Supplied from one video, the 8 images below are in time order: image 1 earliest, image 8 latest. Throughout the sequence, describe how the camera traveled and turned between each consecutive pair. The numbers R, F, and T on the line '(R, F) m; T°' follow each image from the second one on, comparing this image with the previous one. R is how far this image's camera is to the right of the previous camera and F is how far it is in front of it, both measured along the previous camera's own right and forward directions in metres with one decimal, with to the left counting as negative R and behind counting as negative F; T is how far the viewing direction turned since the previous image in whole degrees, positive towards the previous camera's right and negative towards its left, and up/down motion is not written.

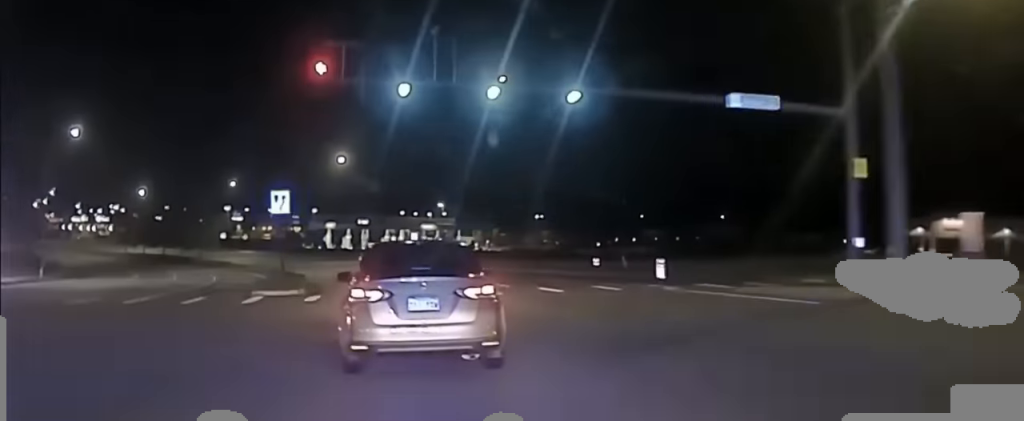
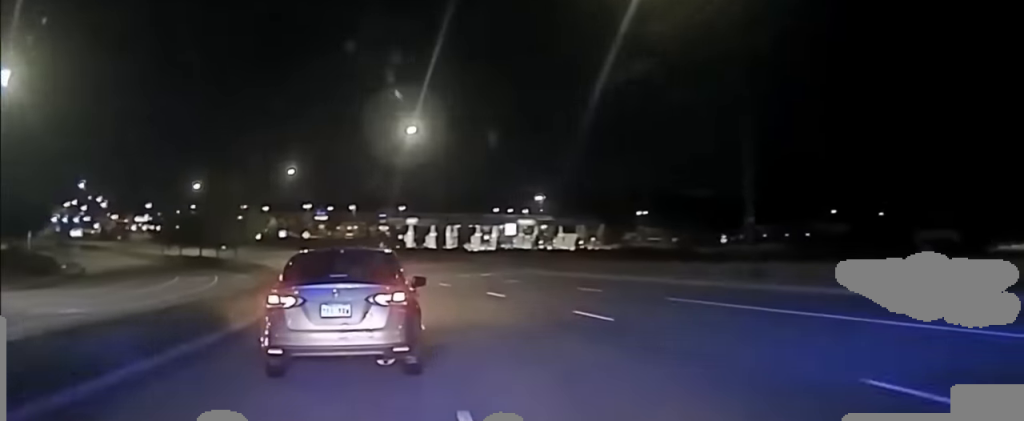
(-1.6, +27.0) m; -6°
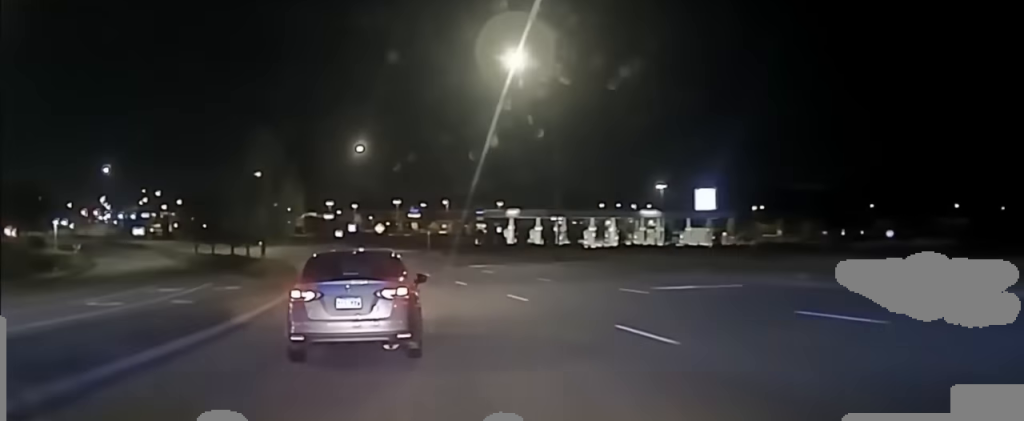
(-1.4, +31.0) m; -6°
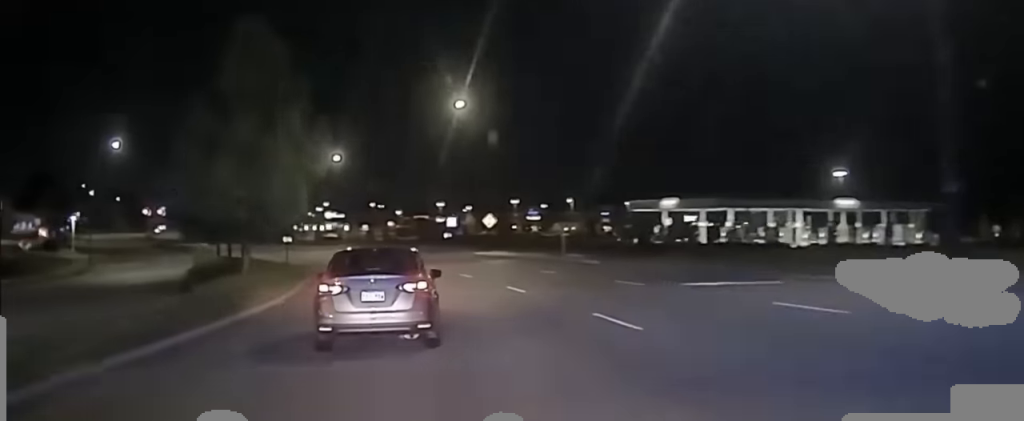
(-2.2, +33.7) m; -7°
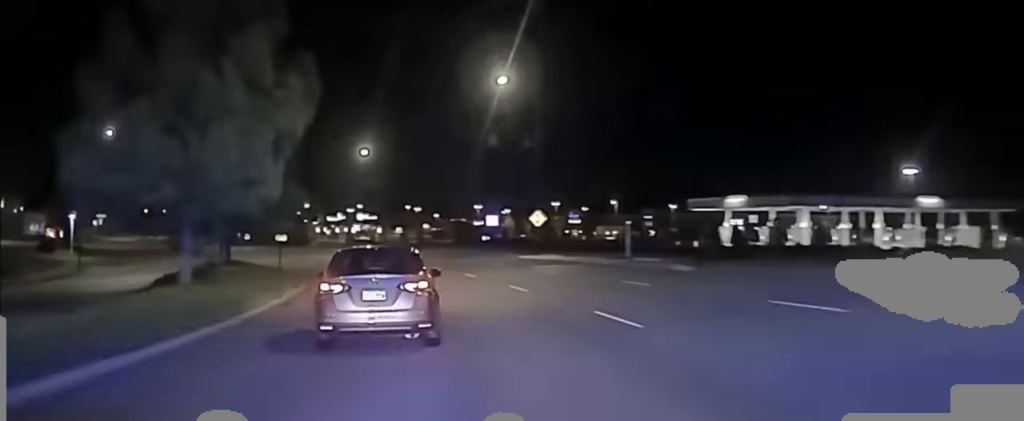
(-0.2, +11.5) m; -3°
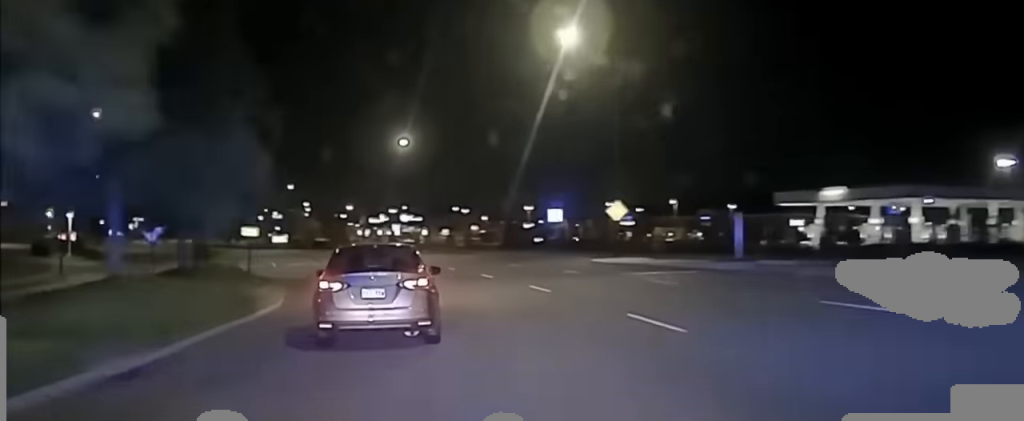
(-0.4, +13.9) m; -4°
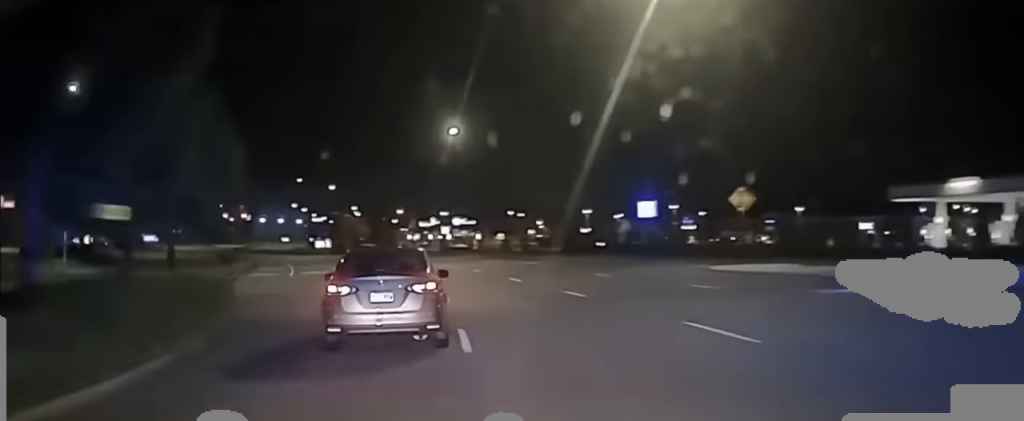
(-0.5, +14.1) m; -3°
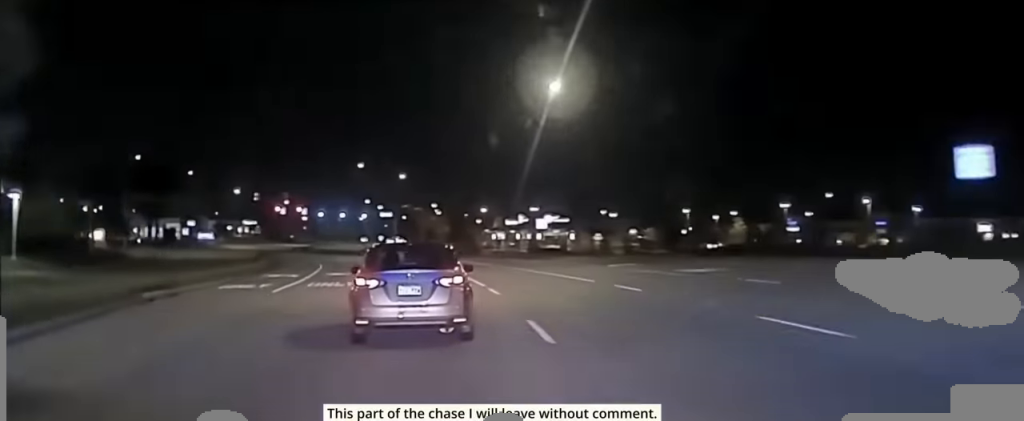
(-1.3, +24.2) m; -5°
